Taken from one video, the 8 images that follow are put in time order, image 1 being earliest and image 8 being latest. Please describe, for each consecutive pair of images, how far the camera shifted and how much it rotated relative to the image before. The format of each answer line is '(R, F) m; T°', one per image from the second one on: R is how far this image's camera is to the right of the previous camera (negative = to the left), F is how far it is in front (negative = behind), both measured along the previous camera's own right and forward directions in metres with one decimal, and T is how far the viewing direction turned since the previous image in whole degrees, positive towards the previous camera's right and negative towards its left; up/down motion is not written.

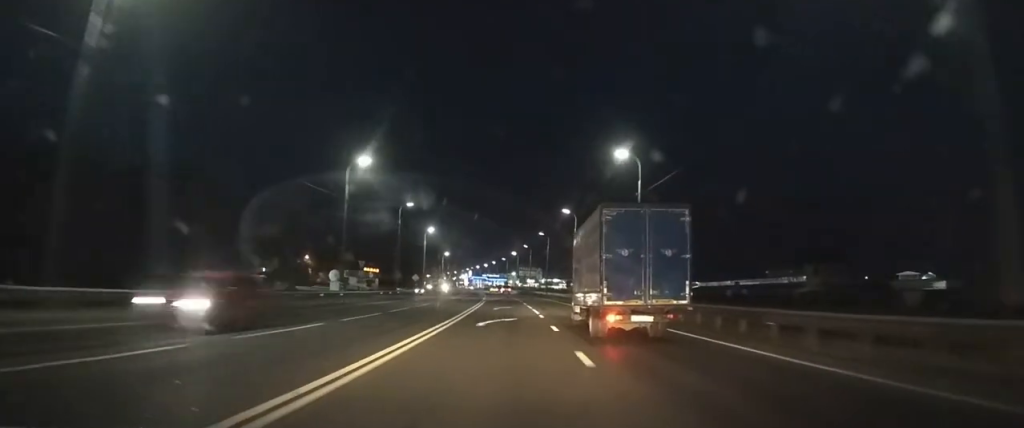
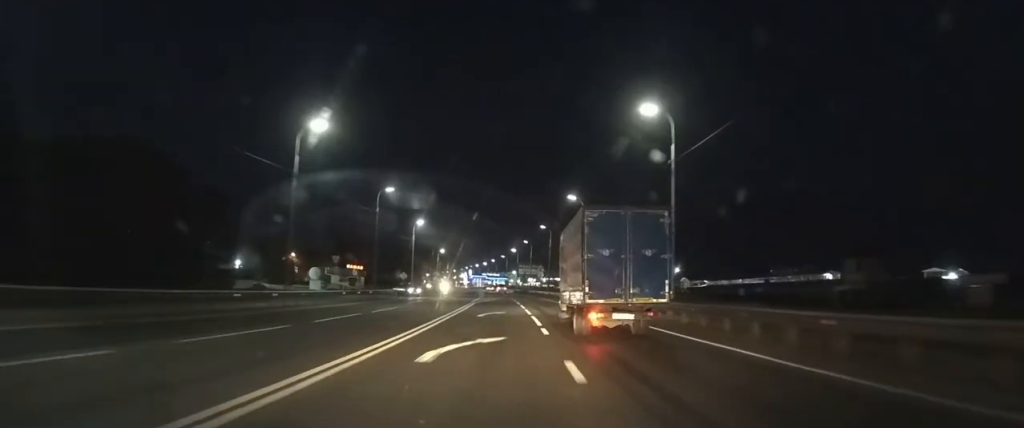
(0.0, +10.5) m; 0°
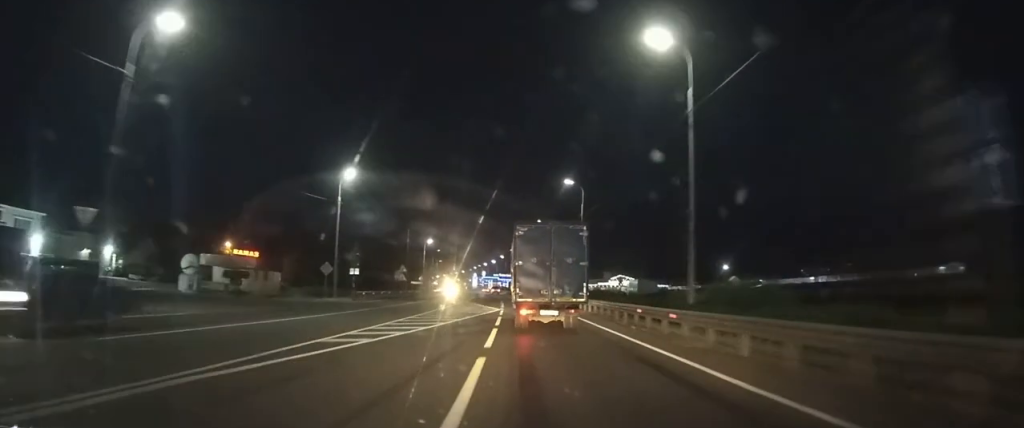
(-0.6, +45.3) m; -2°
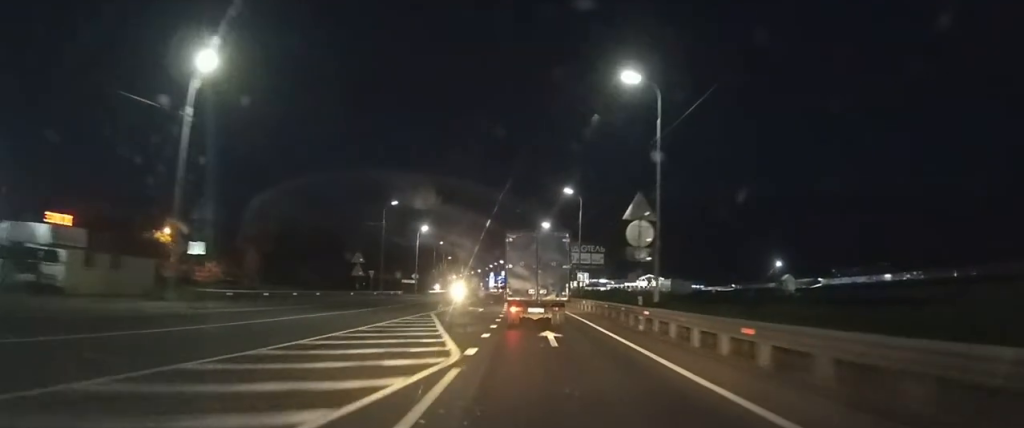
(-0.2, +28.4) m; -1°
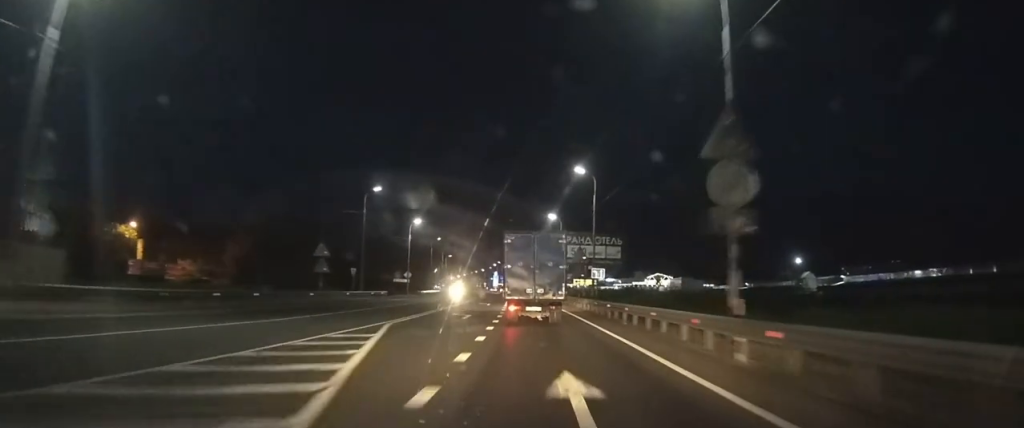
(0.0, +9.2) m; -1°
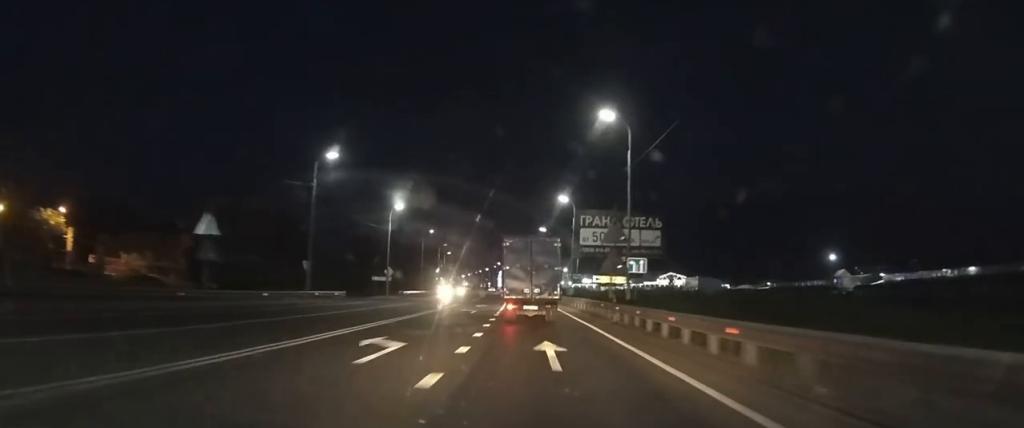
(-0.1, +14.3) m; -1°
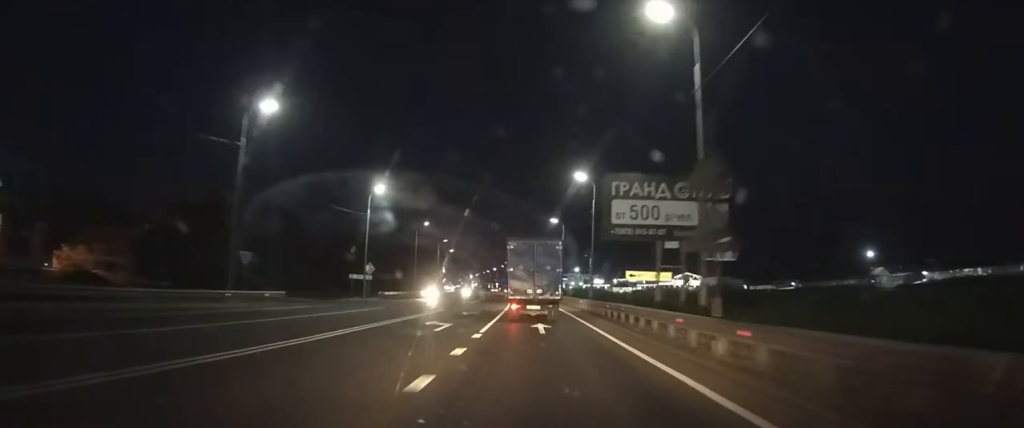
(-0.1, +12.3) m; -1°
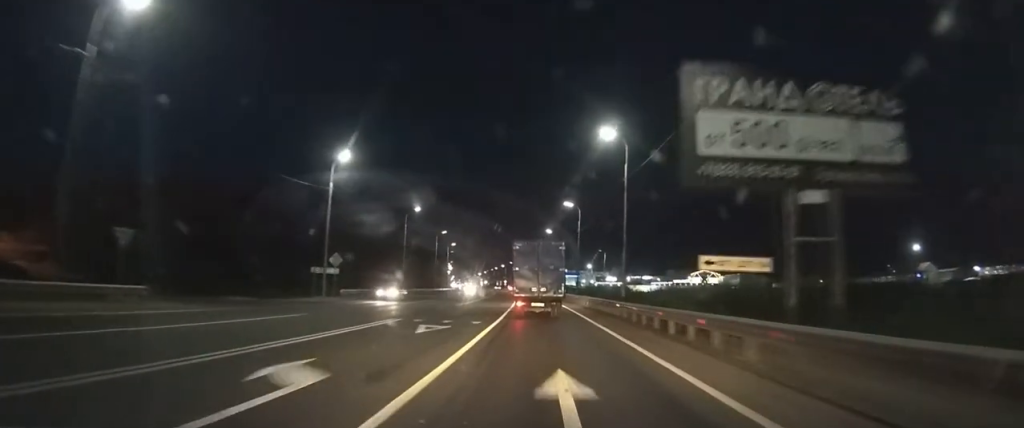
(-0.1, +12.0) m; -1°
